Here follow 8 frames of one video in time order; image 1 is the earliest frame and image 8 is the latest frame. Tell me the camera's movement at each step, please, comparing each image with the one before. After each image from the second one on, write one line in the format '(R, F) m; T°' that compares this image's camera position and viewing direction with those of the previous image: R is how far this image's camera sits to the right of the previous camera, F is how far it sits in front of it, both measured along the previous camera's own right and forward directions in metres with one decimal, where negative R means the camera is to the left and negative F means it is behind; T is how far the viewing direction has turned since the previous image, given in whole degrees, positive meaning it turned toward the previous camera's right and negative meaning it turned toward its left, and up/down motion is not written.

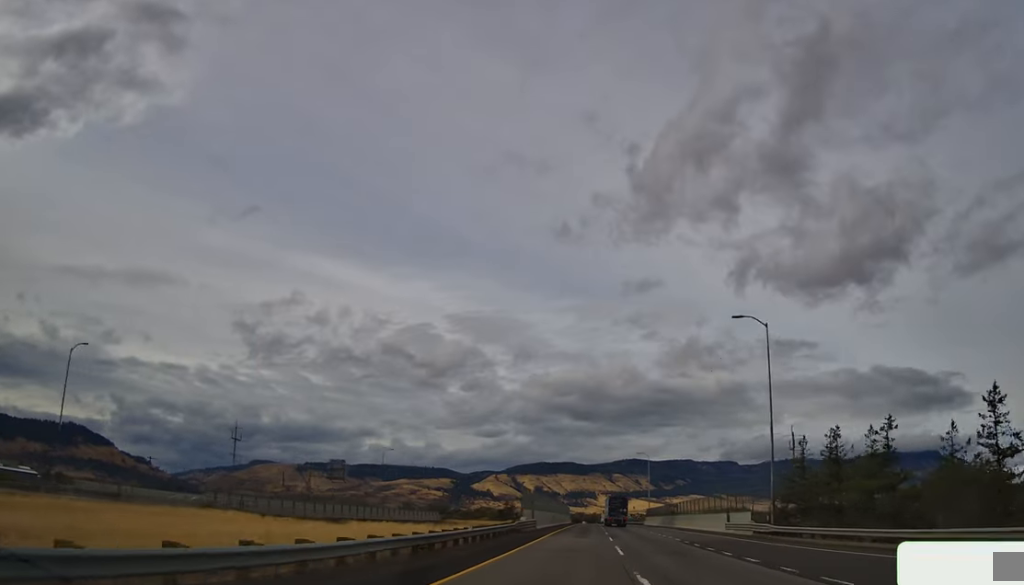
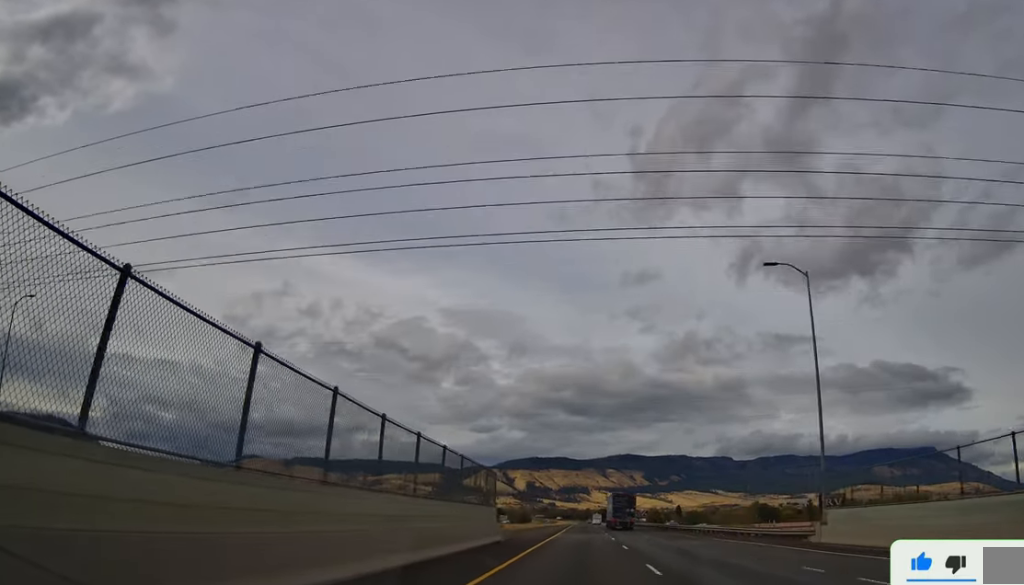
(+1.9, +108.4) m; +1°
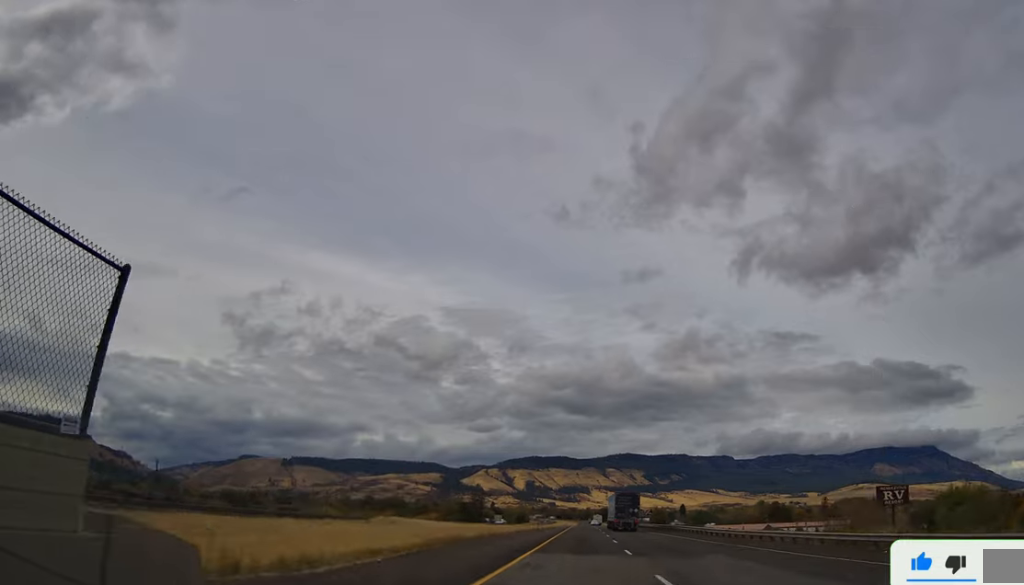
(0.0, +27.0) m; +1°
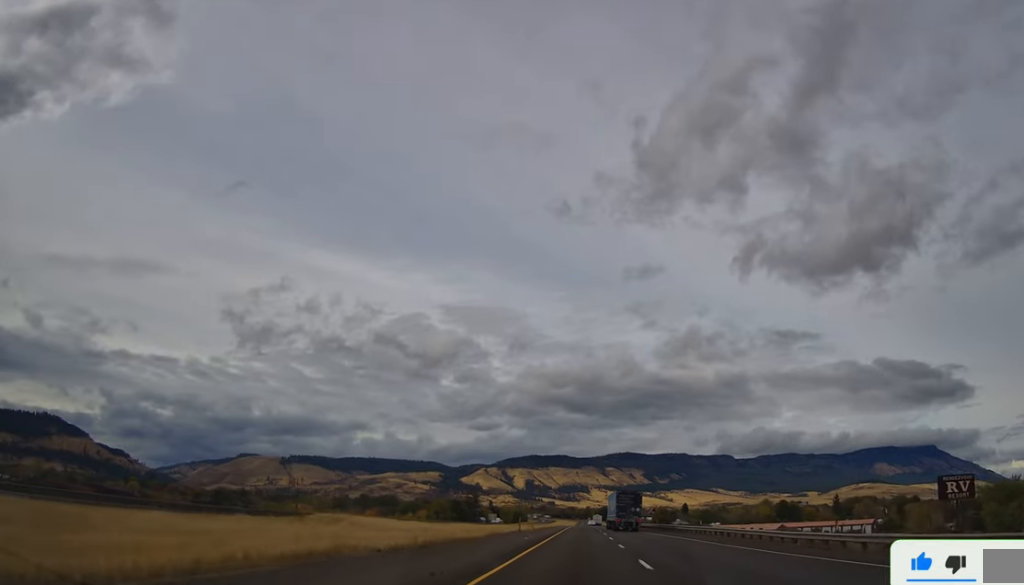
(+0.1, +19.7) m; 0°
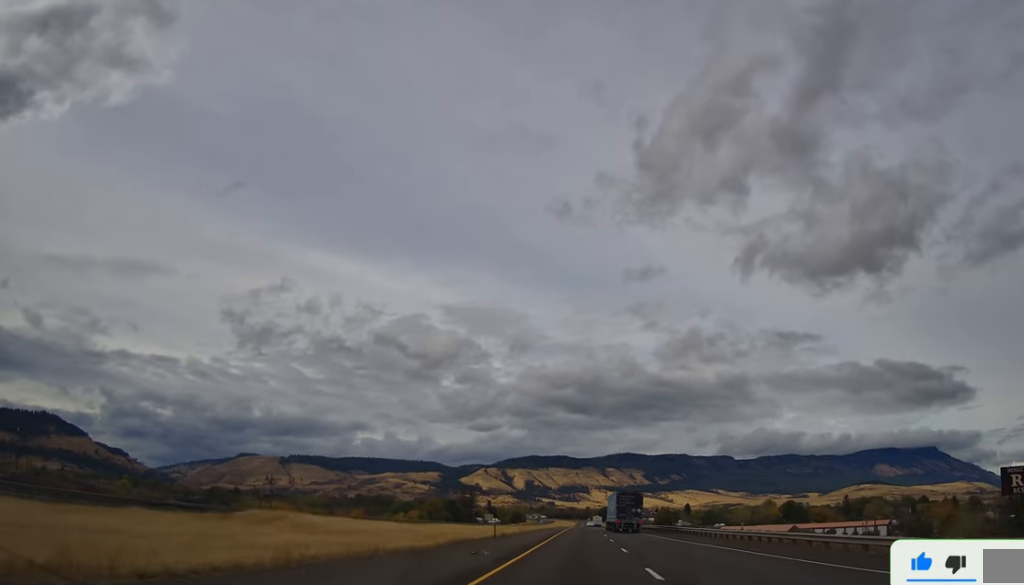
(+0.1, +14.6) m; 0°
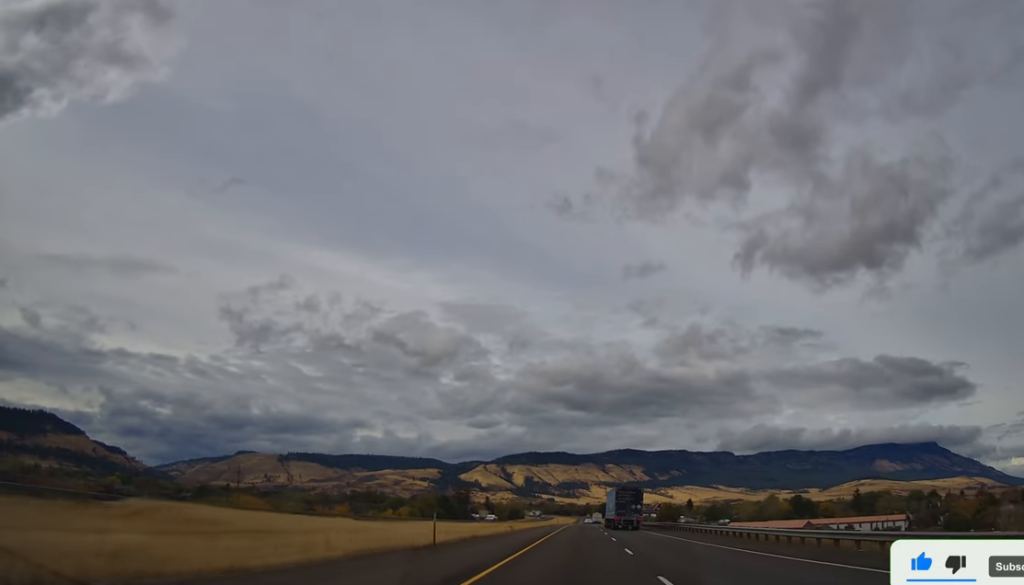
(0.0, +15.6) m; 0°
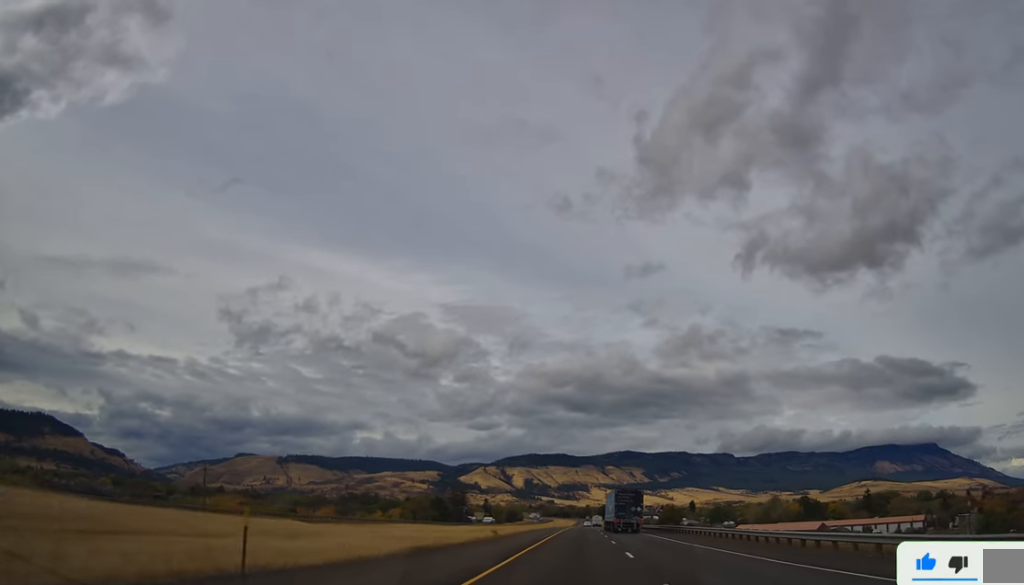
(+0.1, +13.5) m; 0°
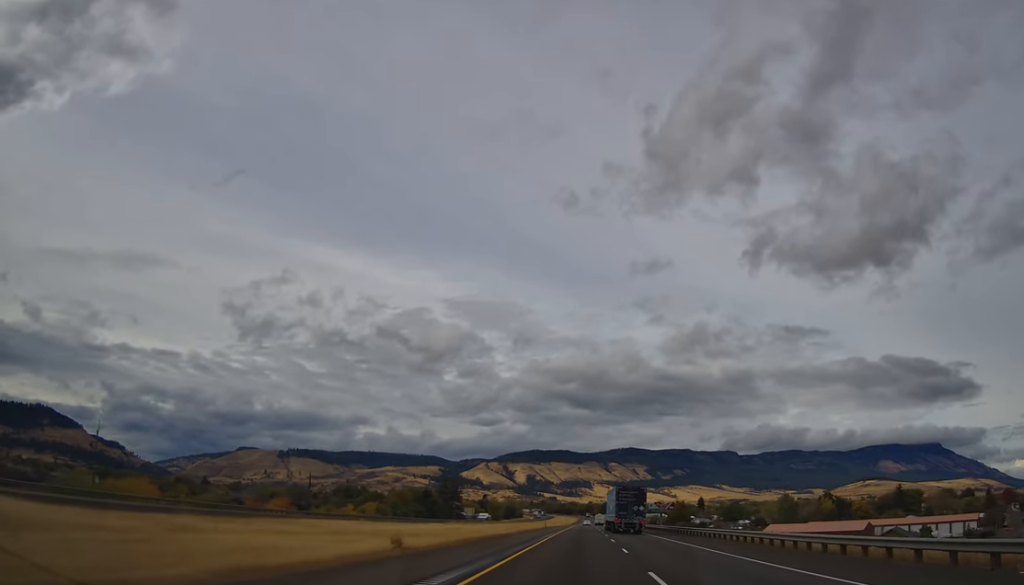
(-0.3, +33.2) m; -1°
